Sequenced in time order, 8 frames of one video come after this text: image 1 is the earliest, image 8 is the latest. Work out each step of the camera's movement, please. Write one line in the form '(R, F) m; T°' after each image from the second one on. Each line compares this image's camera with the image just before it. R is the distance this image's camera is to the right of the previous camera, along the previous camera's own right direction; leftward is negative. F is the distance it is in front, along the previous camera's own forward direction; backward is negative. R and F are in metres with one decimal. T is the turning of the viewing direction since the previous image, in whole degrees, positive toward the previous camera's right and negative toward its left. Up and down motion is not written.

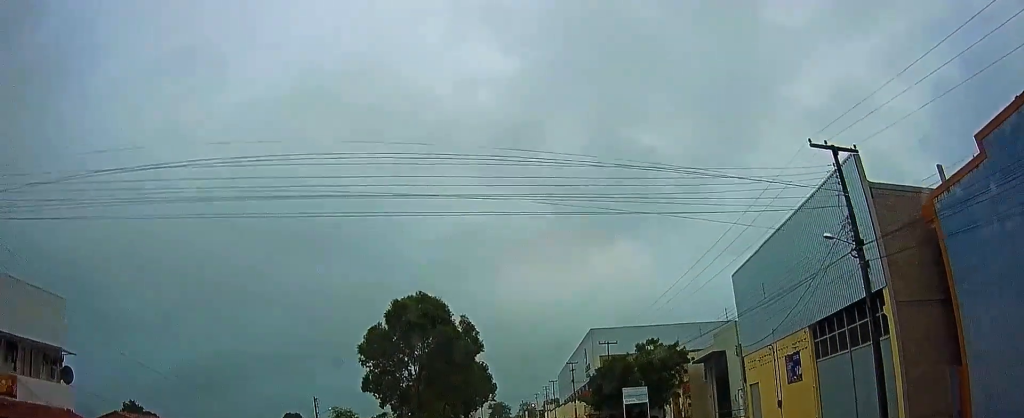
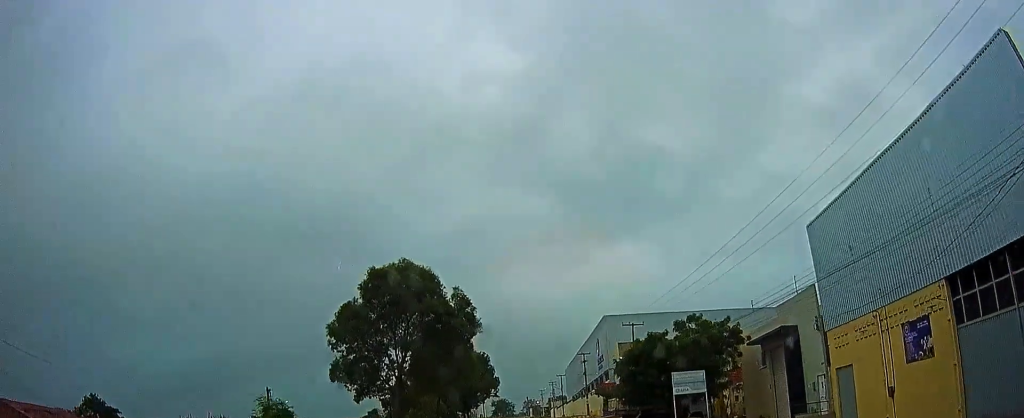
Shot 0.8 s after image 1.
(0.0, +10.0) m; -1°
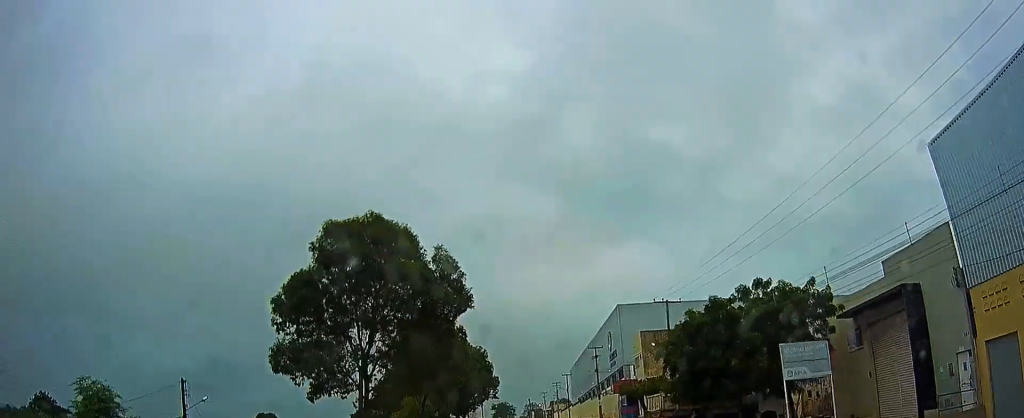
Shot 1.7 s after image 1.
(-0.1, +10.3) m; -1°
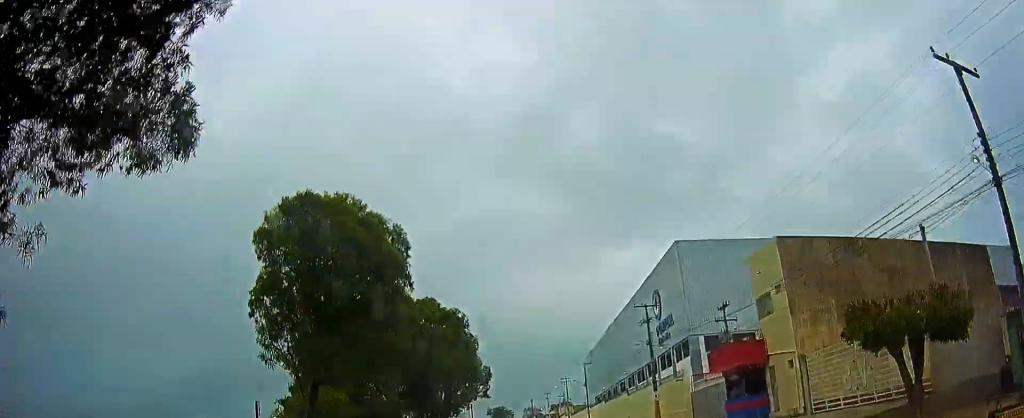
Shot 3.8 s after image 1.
(+0.3, +28.1) m; +2°
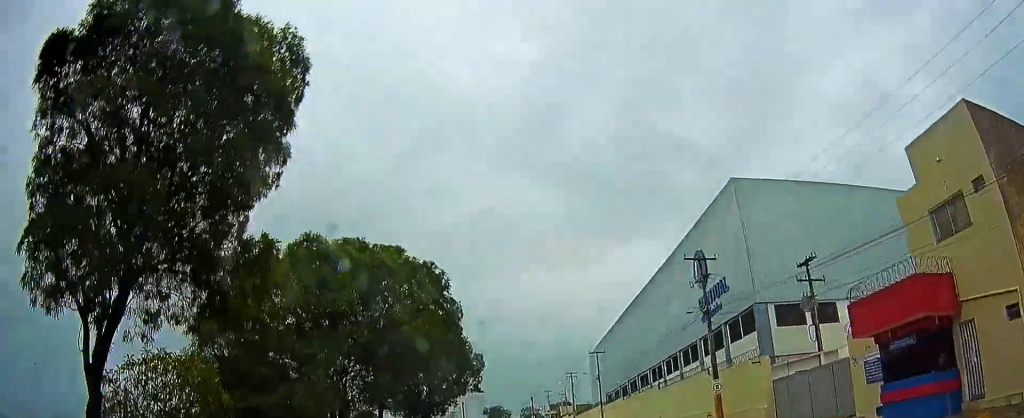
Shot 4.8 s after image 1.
(0.0, +13.9) m; +1°
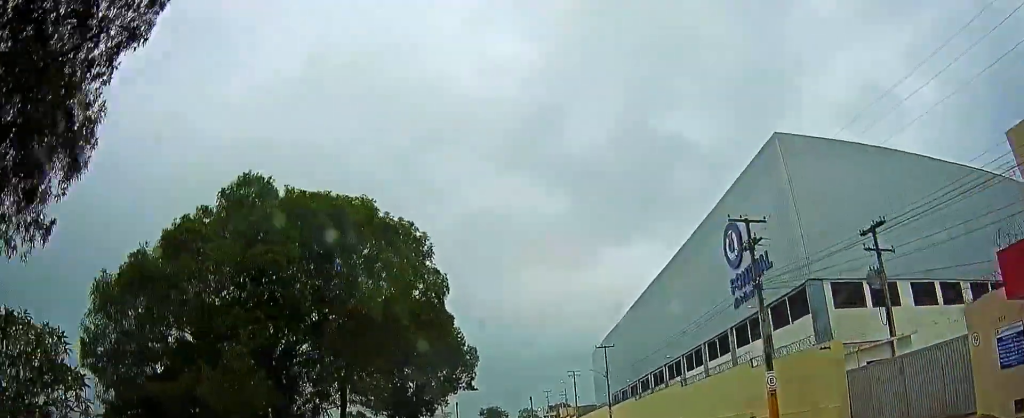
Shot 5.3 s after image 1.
(-0.1, +7.1) m; 0°
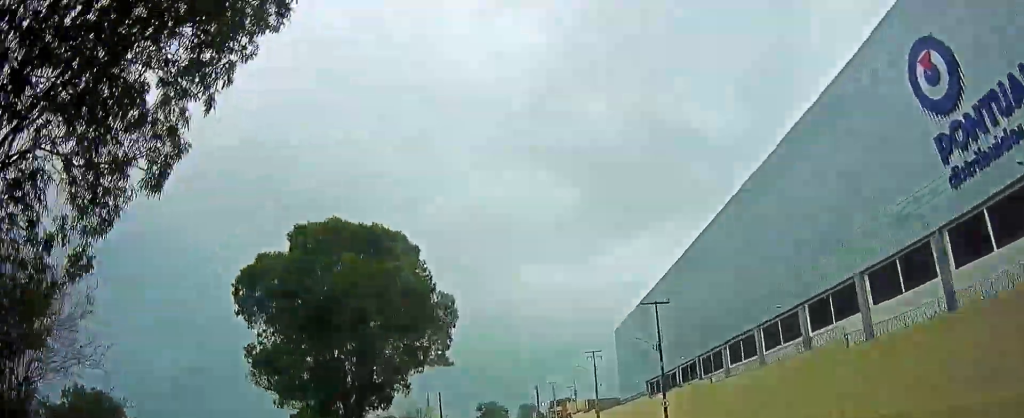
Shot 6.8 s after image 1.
(+0.1, +21.6) m; 0°
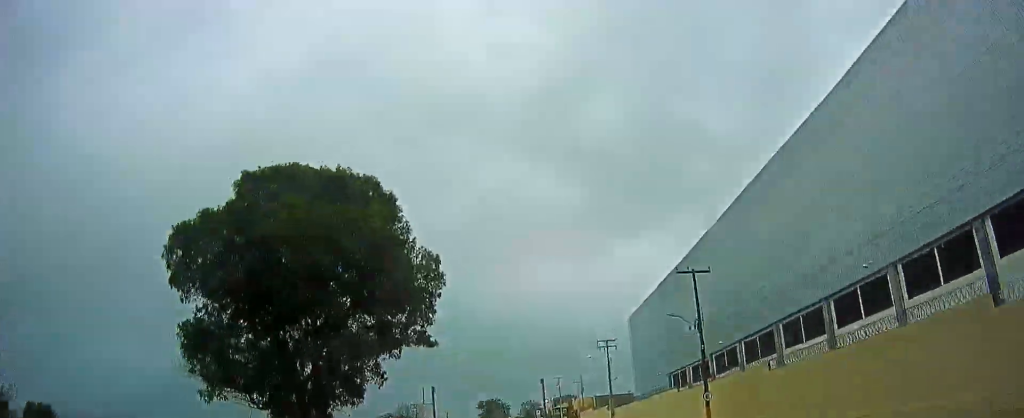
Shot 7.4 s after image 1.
(-0.1, +8.2) m; 0°
